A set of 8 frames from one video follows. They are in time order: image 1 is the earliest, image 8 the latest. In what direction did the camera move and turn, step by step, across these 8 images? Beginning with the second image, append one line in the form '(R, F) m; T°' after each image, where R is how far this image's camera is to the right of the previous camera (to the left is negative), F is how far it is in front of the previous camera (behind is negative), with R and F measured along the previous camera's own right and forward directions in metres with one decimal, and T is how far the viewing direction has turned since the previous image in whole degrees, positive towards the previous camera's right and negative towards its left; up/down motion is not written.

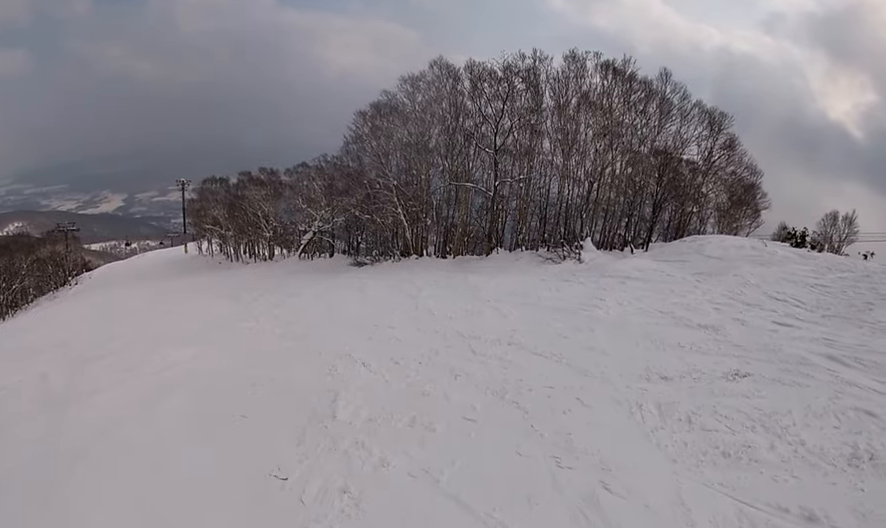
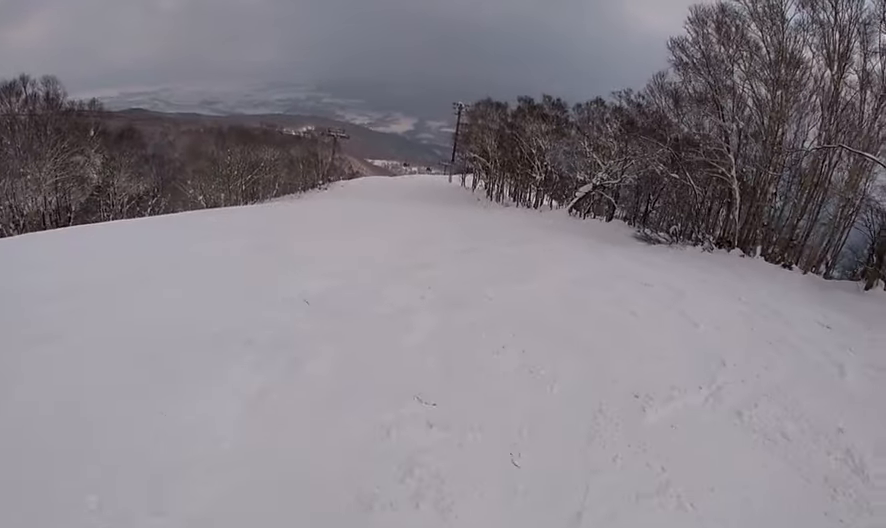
(-3.4, +11.5) m; -22°
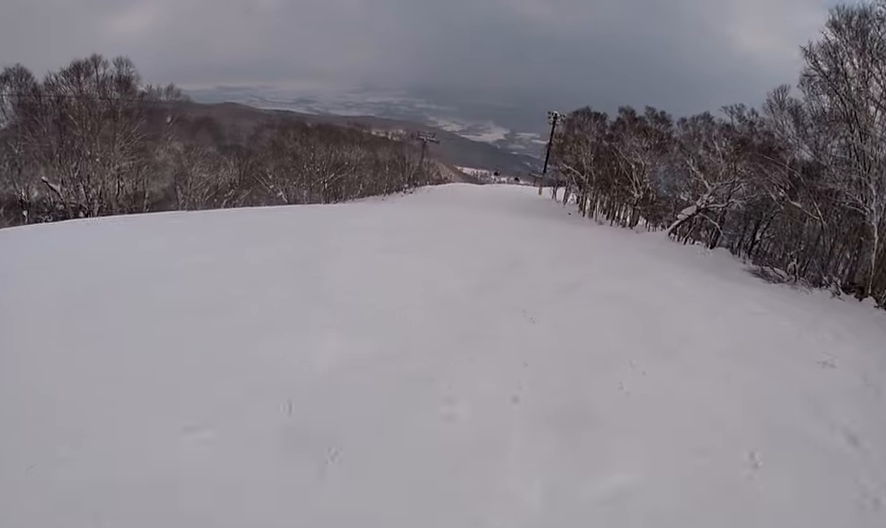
(0.0, +3.1) m; 0°
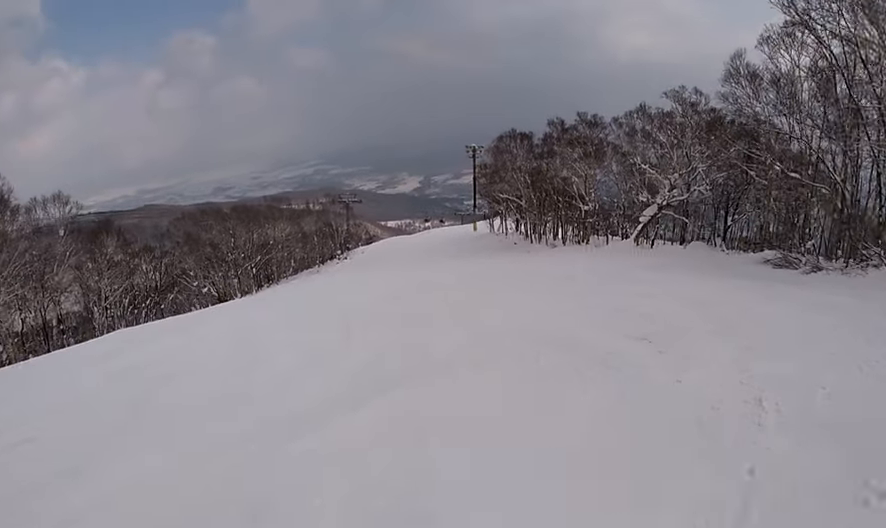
(+0.1, +6.4) m; +7°
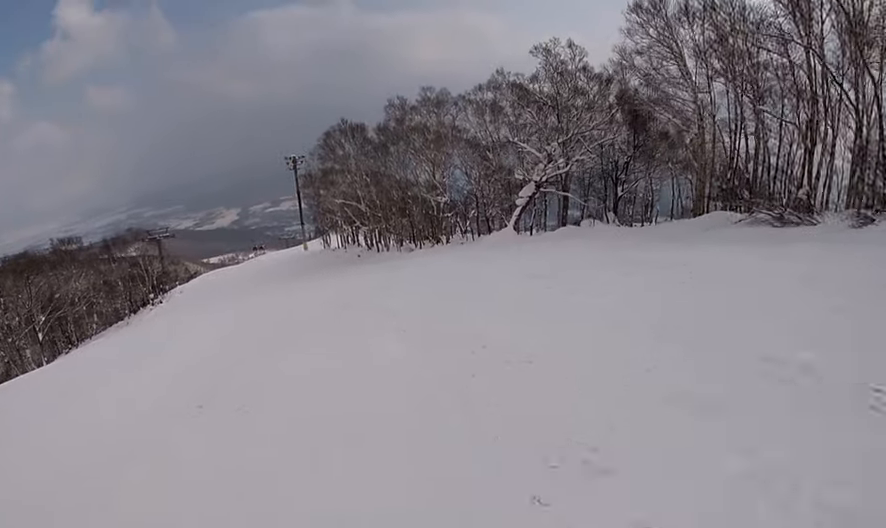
(+1.4, +10.8) m; +13°
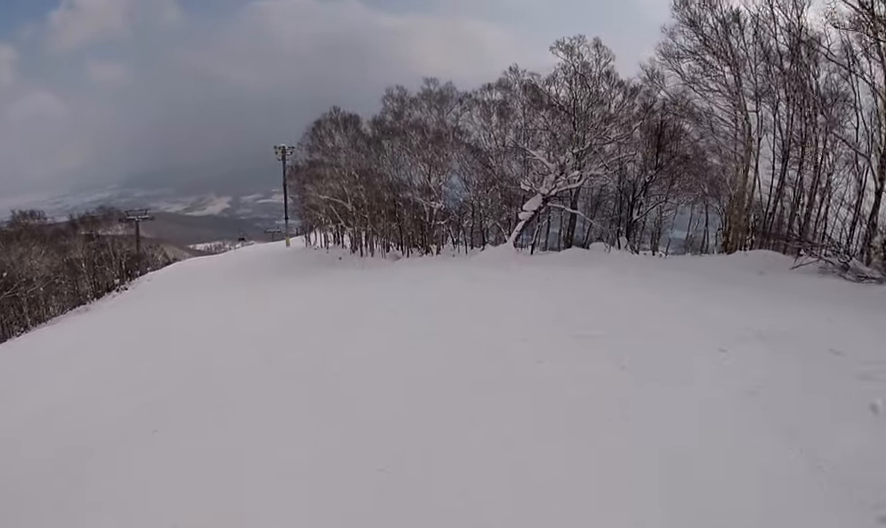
(+0.2, +4.8) m; -6°
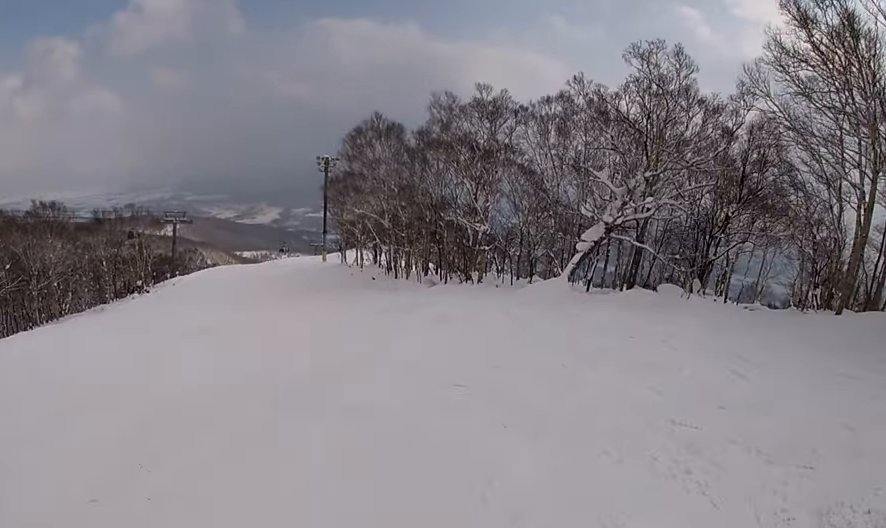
(0.0, +5.0) m; -8°
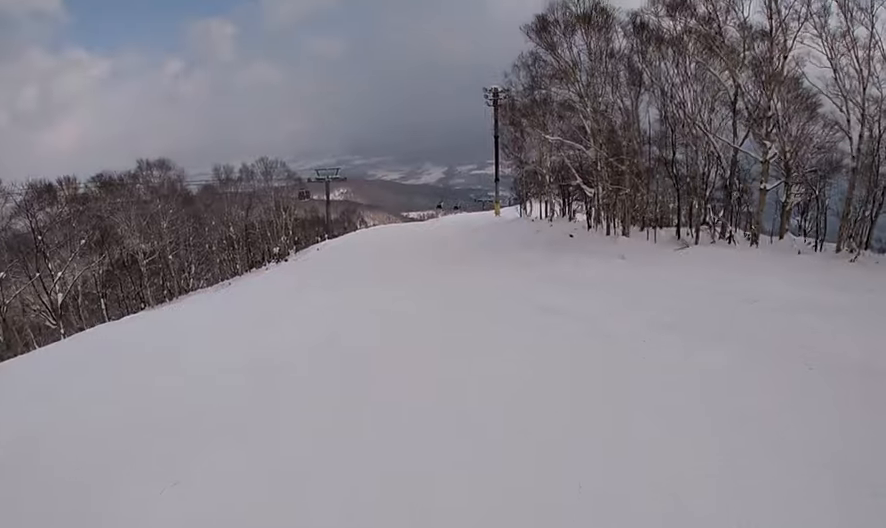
(-3.8, +13.1) m; -8°
